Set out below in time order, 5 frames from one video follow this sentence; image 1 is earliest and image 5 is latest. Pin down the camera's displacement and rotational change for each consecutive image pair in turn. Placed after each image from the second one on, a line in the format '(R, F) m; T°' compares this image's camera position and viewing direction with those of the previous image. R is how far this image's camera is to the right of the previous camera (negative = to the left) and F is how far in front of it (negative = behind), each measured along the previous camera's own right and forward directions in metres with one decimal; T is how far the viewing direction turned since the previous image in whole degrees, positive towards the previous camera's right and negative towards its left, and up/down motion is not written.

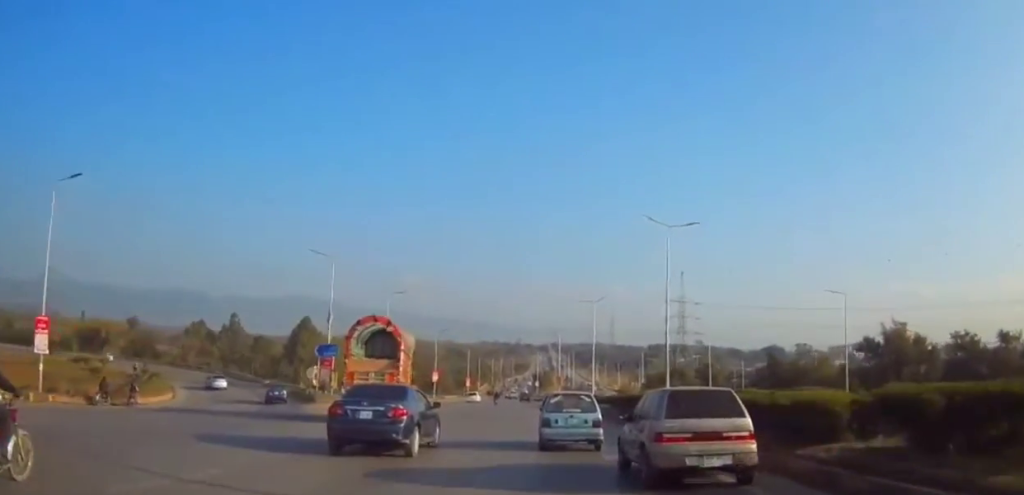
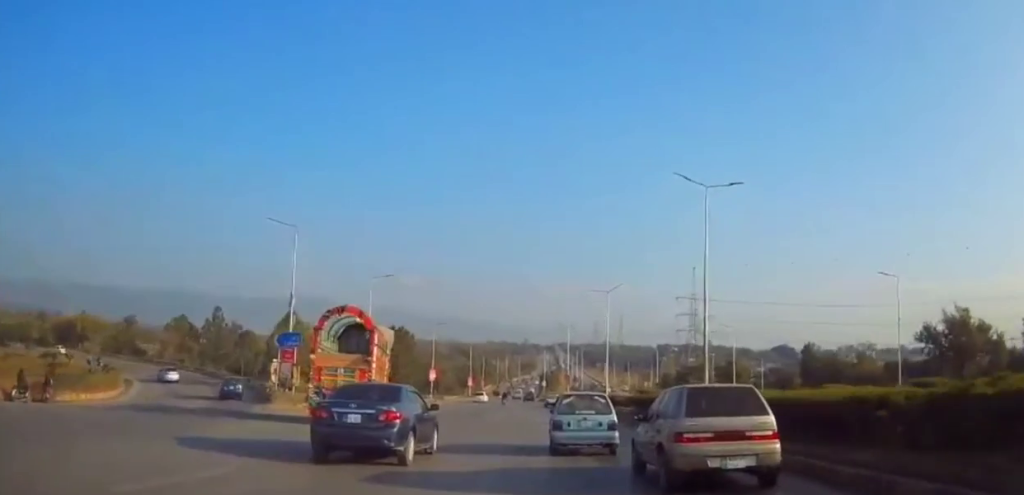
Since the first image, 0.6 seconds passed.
(0.0, +9.2) m; 0°
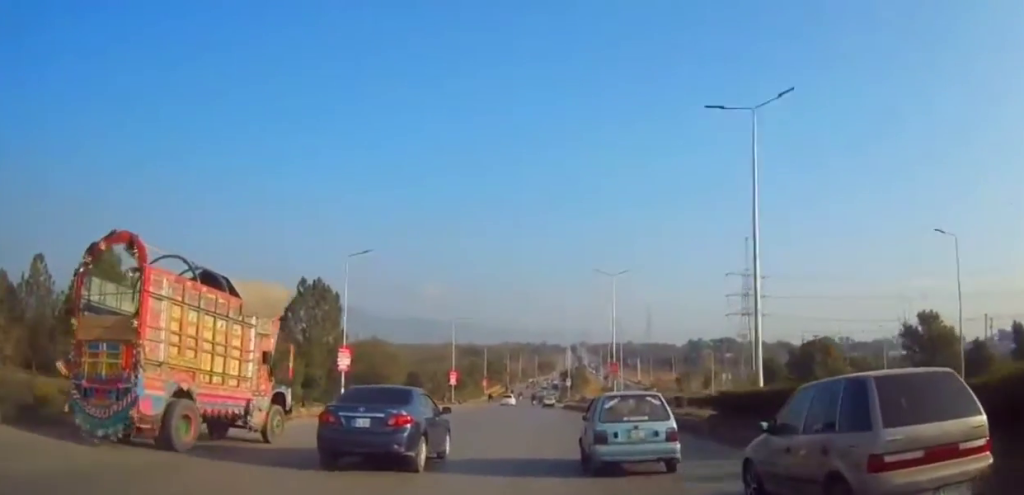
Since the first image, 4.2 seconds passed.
(-0.7, +51.3) m; -1°
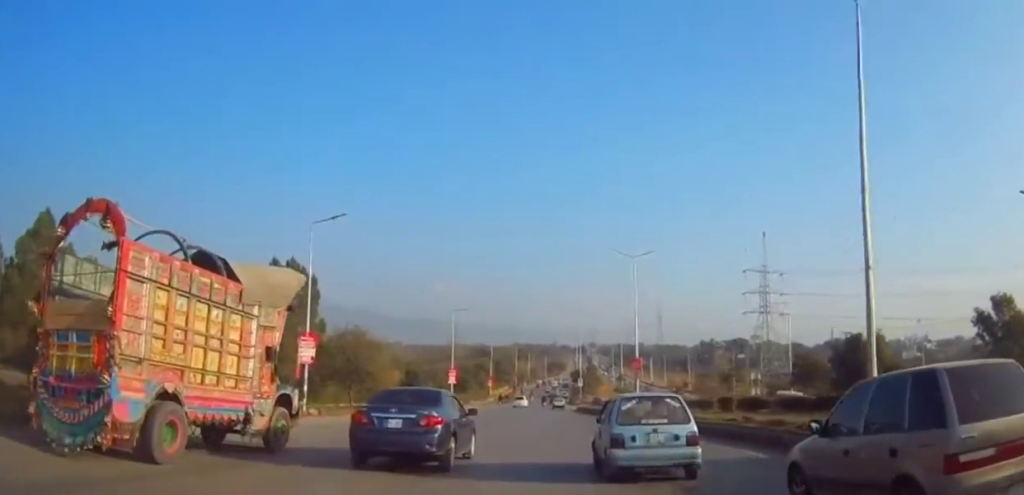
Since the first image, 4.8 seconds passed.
(0.0, +9.6) m; 0°
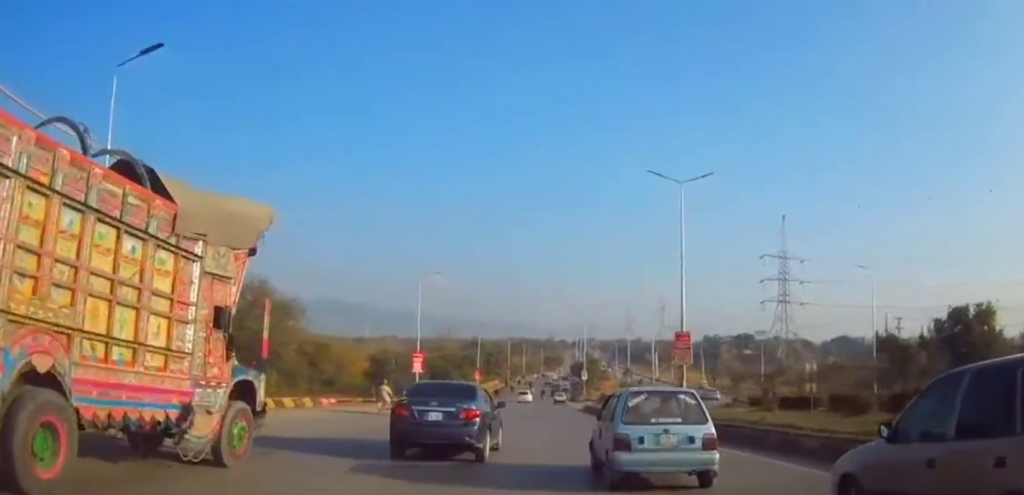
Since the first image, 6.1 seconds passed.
(-0.1, +19.2) m; -1°
